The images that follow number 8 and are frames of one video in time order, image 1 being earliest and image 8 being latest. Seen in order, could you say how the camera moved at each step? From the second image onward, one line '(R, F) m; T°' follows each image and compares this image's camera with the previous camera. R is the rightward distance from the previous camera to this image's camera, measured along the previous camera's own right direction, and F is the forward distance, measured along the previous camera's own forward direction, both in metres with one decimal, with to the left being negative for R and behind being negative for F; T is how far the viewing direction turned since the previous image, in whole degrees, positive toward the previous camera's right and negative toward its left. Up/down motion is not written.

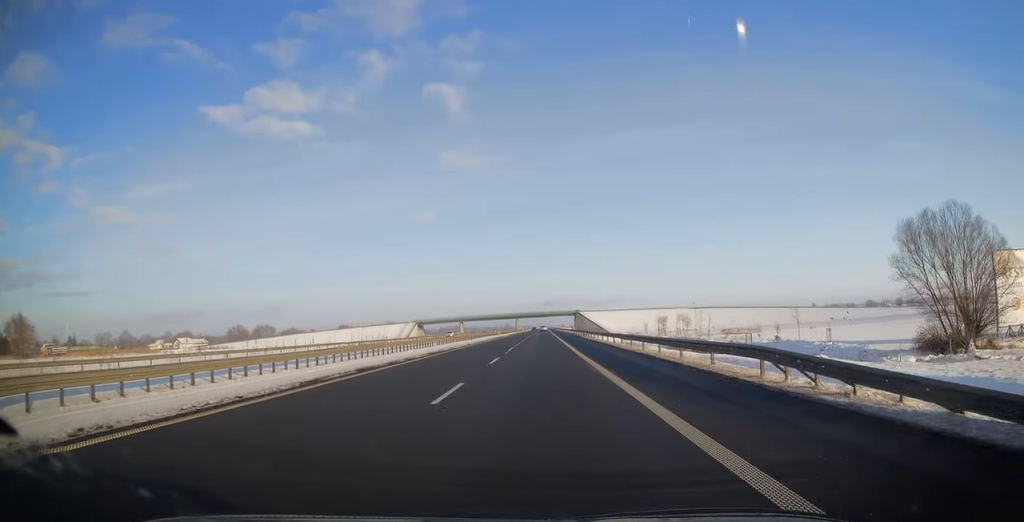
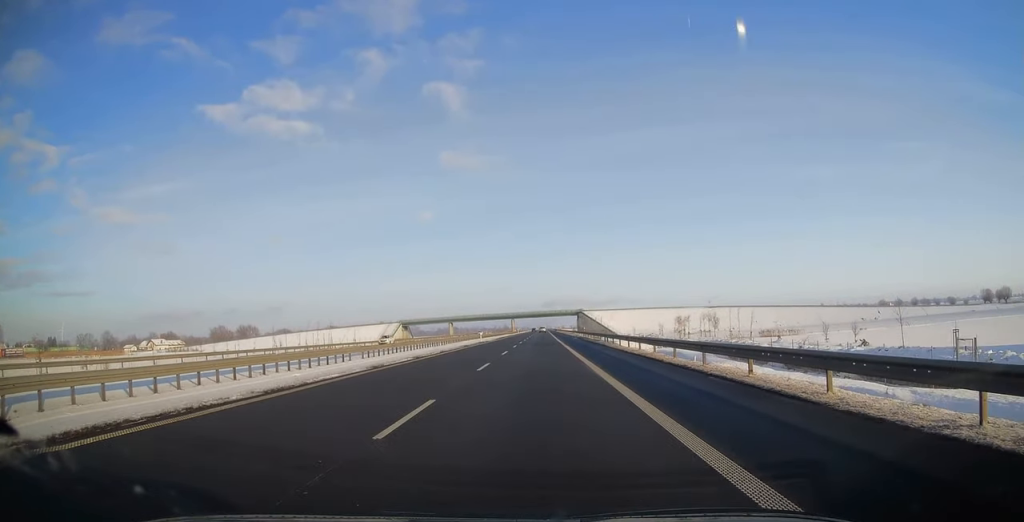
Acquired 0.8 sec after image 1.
(+0.2, +27.2) m; 0°
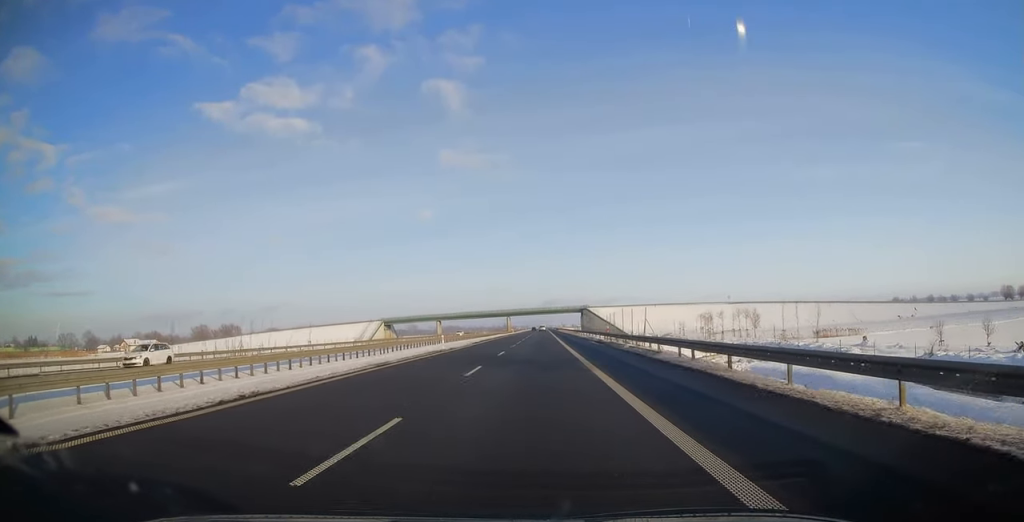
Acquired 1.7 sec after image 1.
(-0.4, +26.2) m; 0°
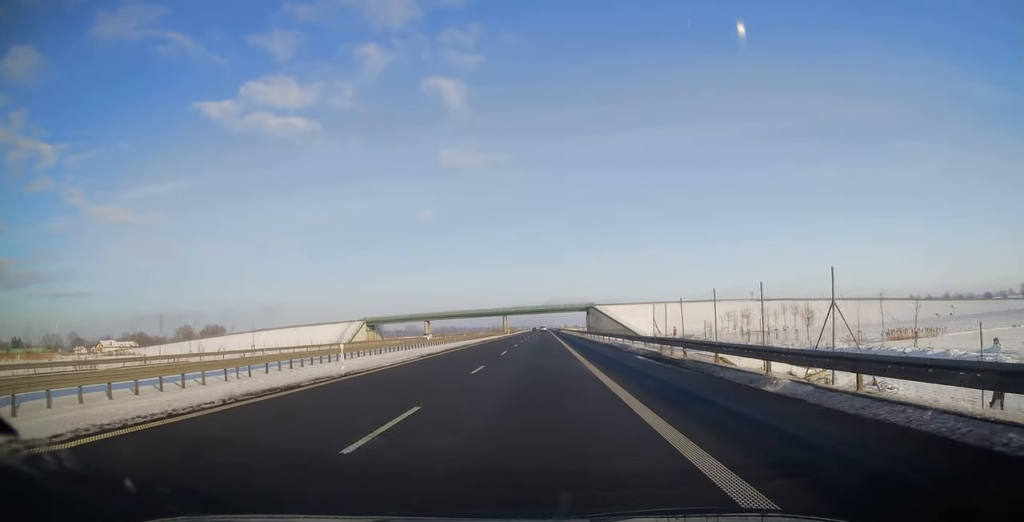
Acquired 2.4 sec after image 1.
(+0.3, +22.5) m; 0°
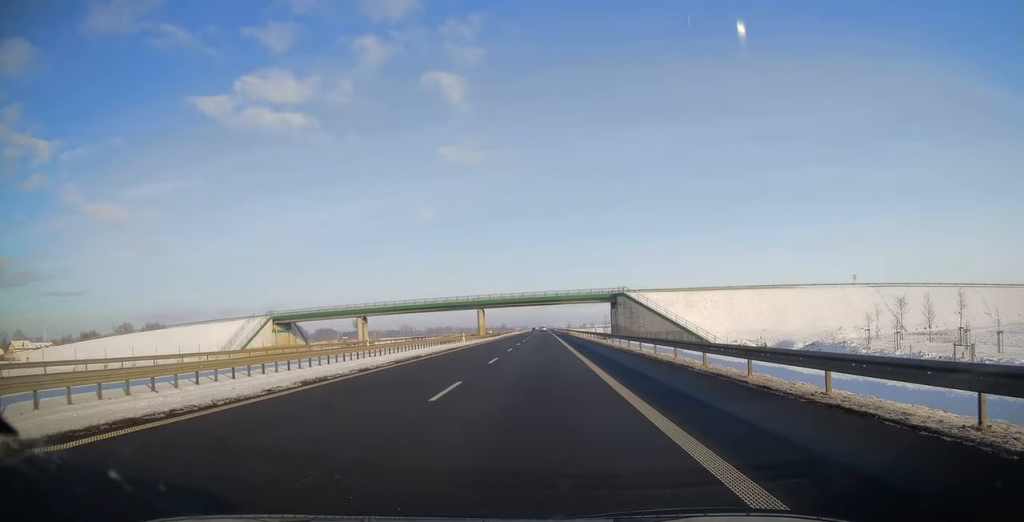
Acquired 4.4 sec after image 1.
(0.0, +67.0) m; 0°
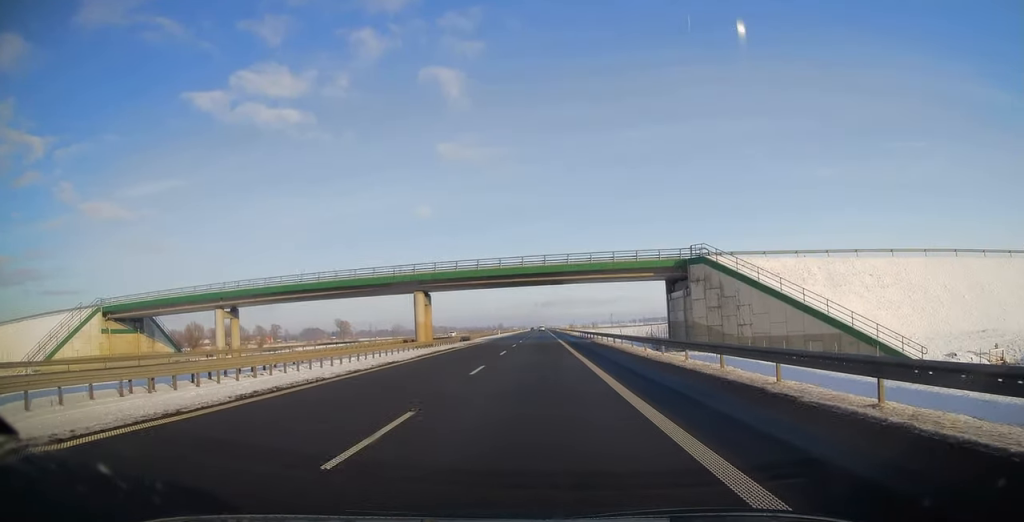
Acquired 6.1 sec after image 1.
(-0.2, +53.5) m; 0°
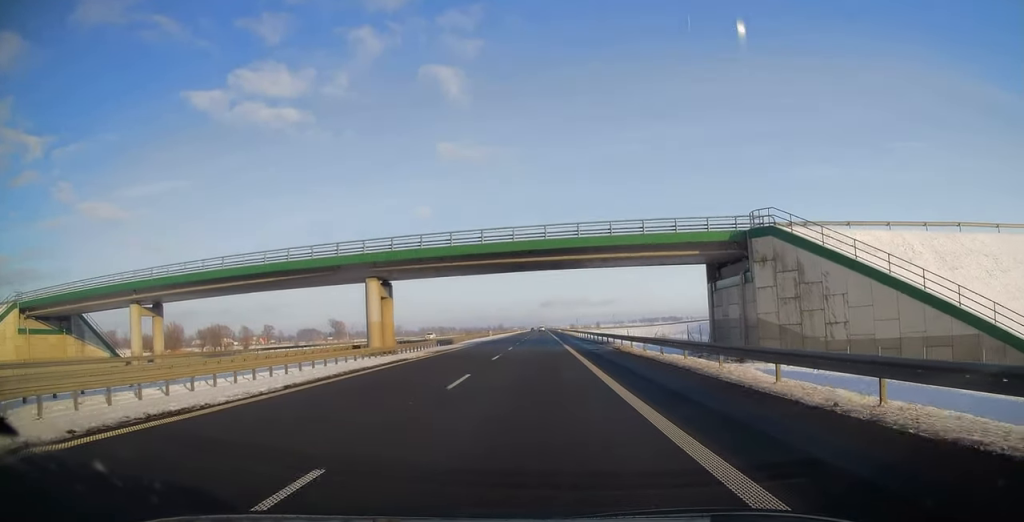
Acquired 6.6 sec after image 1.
(+0.1, +16.0) m; 0°
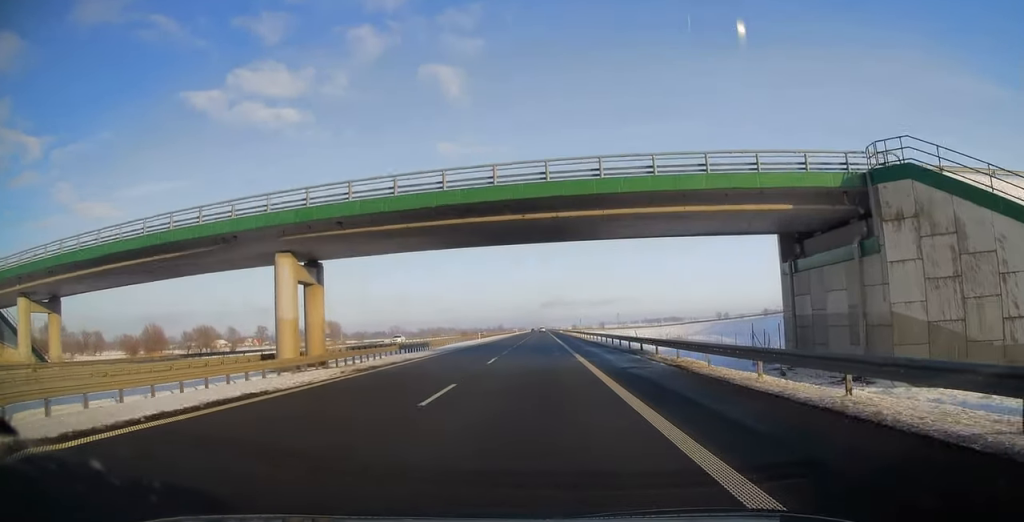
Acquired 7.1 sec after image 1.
(0.0, +15.0) m; 0°
